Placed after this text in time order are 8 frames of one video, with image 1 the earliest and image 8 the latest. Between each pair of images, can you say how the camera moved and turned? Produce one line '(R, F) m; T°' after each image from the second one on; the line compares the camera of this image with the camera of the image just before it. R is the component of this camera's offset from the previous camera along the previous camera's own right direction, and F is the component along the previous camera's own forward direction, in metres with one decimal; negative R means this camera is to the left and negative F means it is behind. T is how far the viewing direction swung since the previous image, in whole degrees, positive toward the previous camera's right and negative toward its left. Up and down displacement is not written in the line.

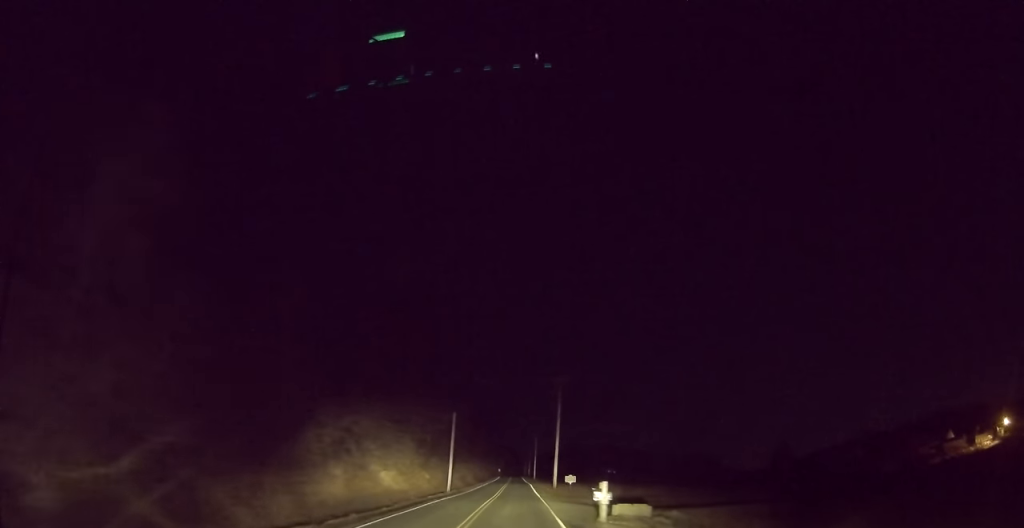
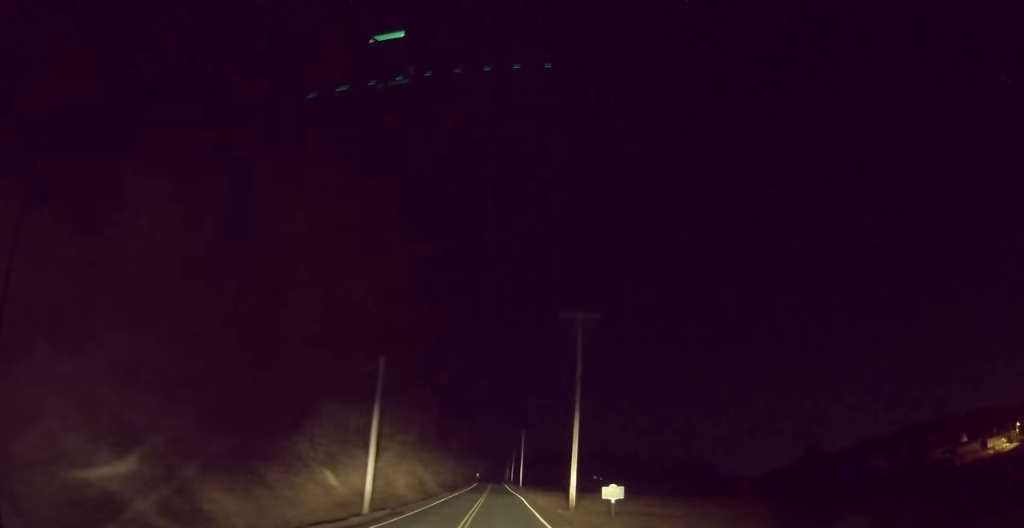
(+0.6, +26.6) m; +2°
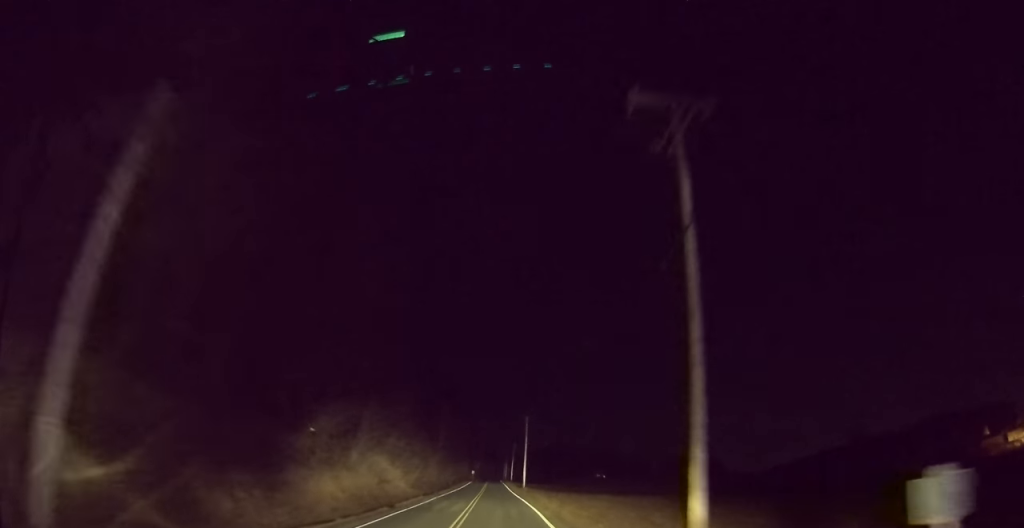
(+0.2, +20.4) m; +1°
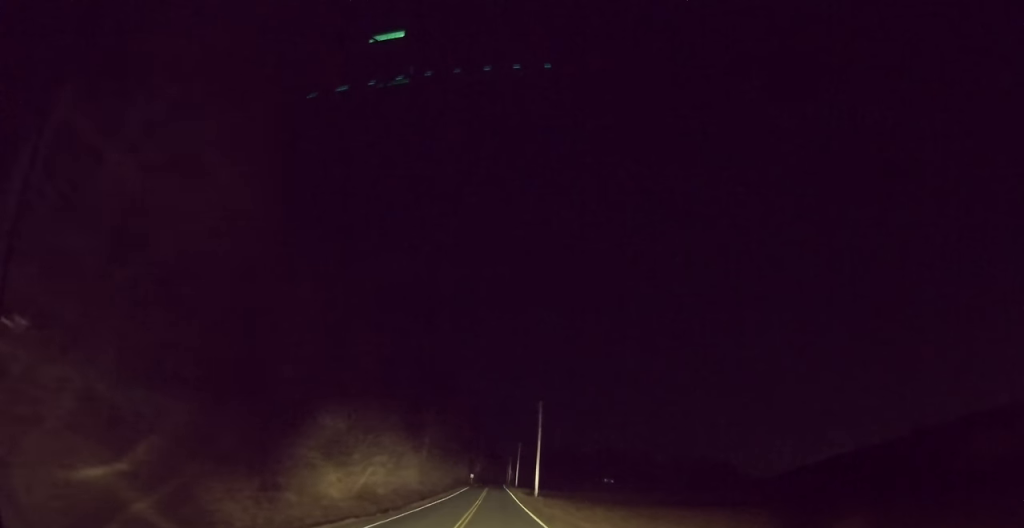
(+0.1, +20.9) m; 0°
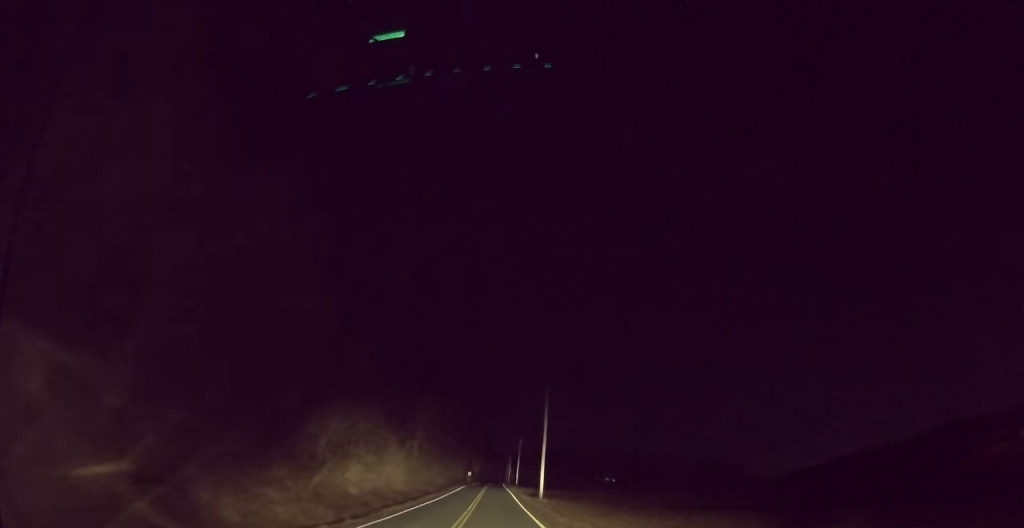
(-0.1, +8.4) m; 0°
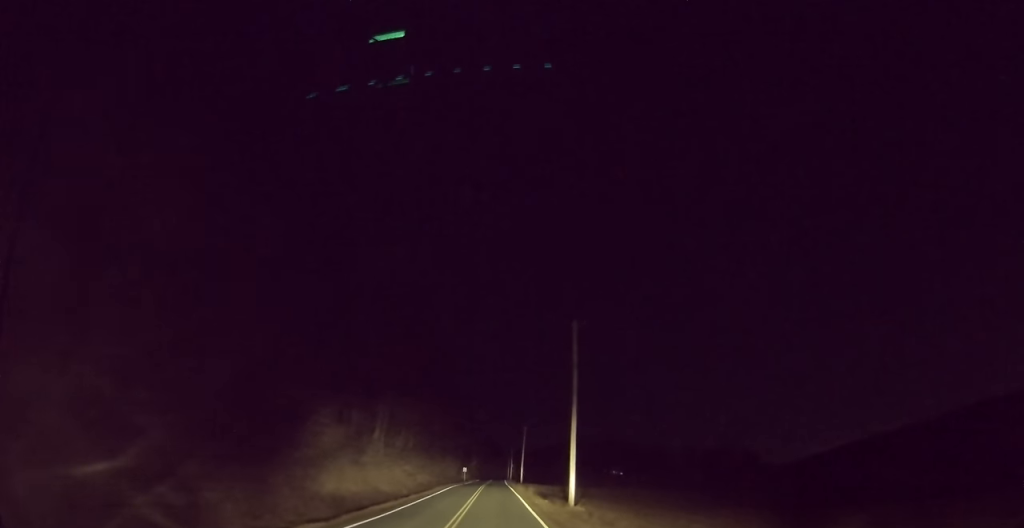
(0.0, +20.7) m; +1°
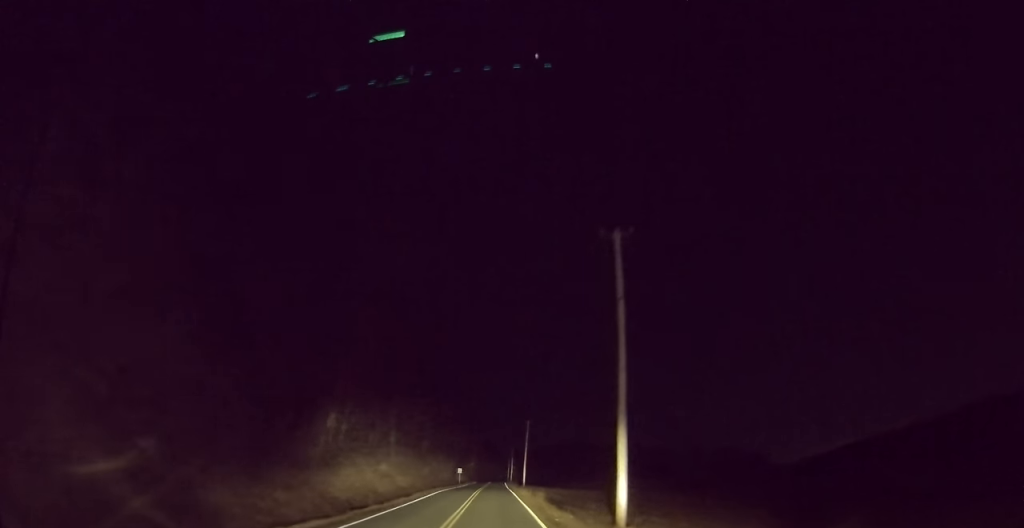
(+0.2, +12.4) m; 0°
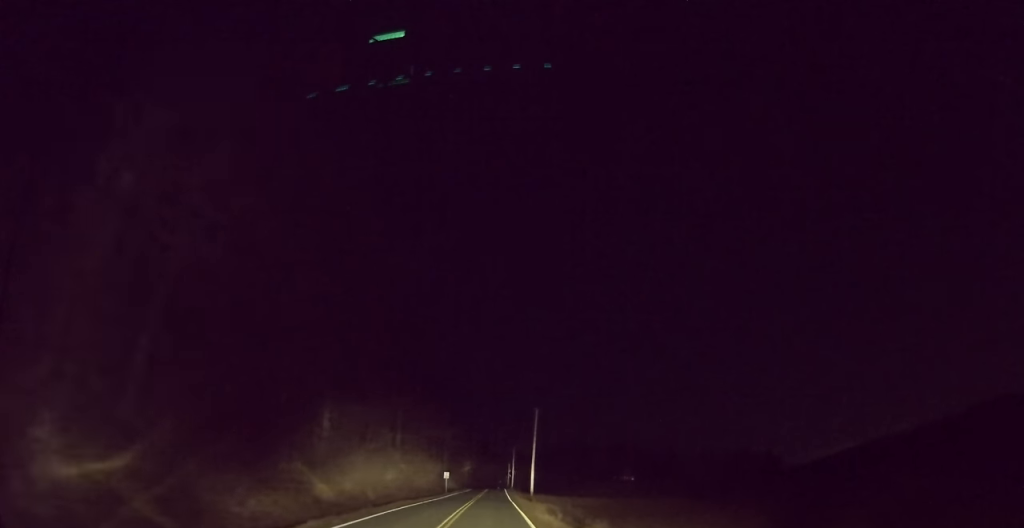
(-0.3, +23.0) m; 0°
